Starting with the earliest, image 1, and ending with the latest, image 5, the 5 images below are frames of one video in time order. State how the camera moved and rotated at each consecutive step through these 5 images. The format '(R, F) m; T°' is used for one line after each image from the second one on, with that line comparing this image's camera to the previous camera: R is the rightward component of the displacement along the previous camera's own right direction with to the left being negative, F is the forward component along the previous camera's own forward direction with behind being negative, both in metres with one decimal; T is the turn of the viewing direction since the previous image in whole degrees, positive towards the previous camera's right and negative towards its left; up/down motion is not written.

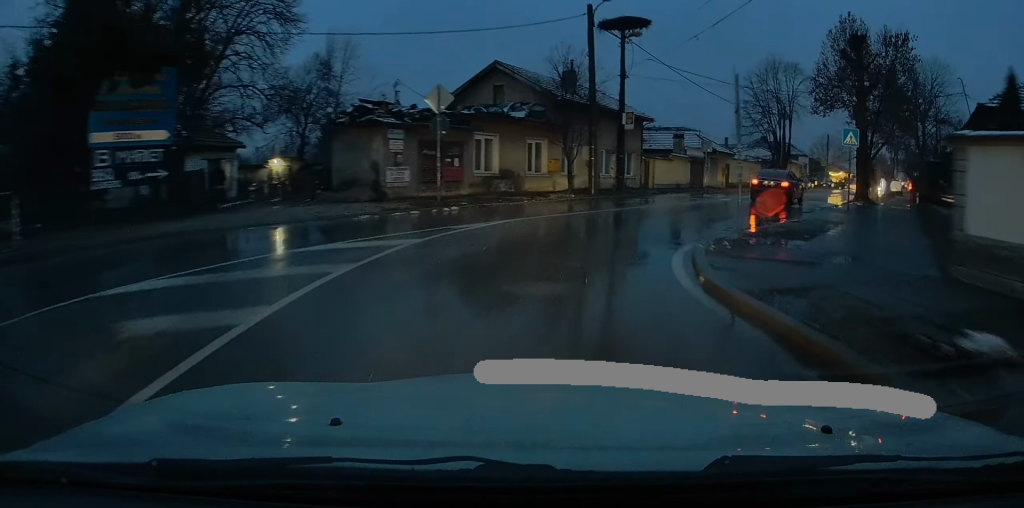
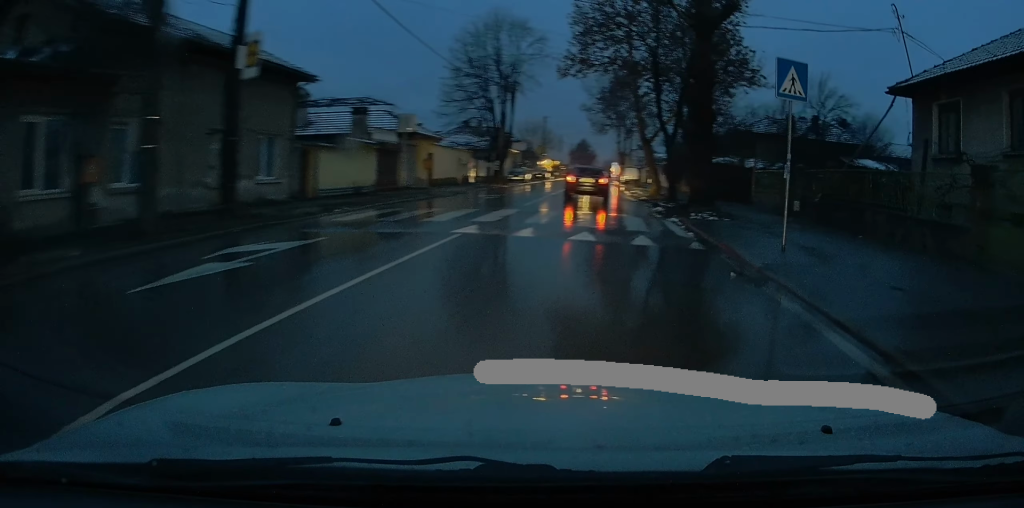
(+3.4, +16.3) m; +24°
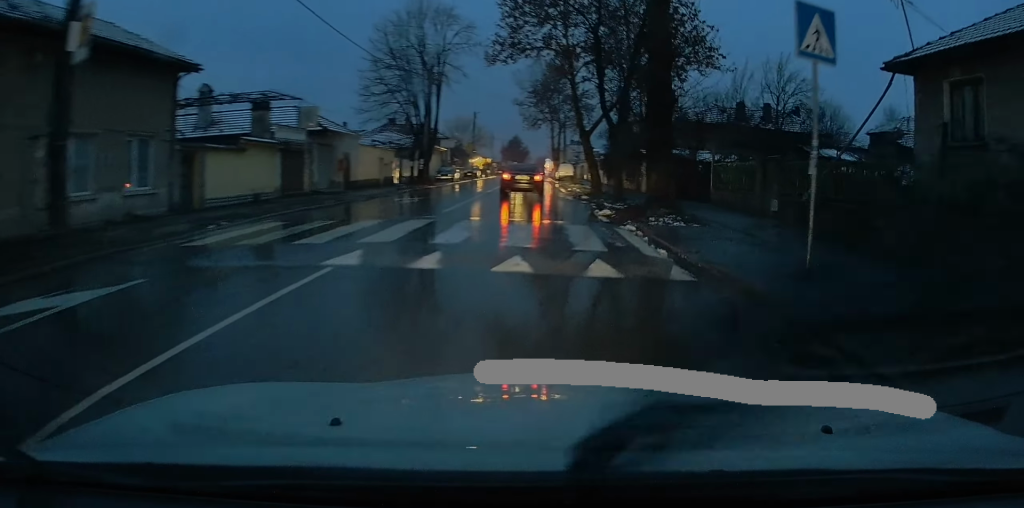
(+0.2, +3.6) m; +3°
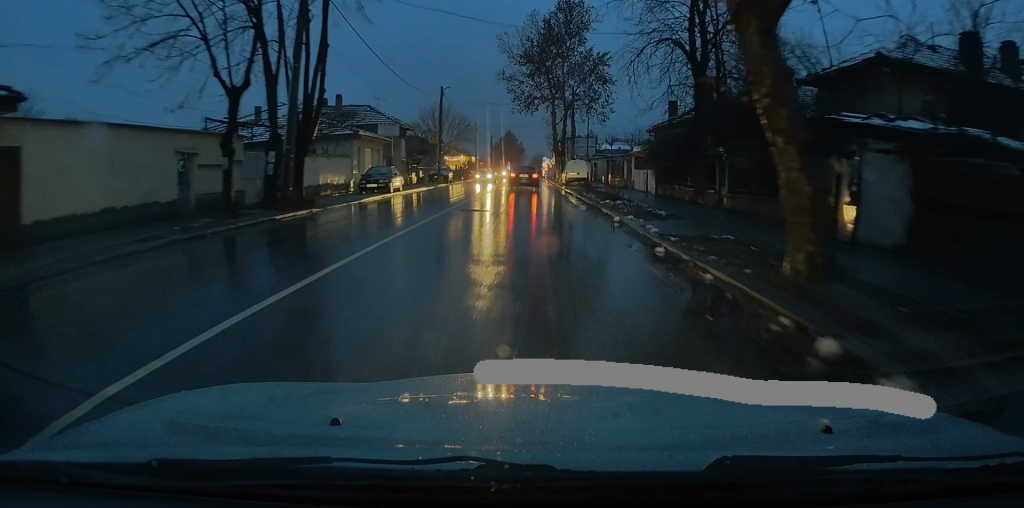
(+1.1, +24.9) m; +3°
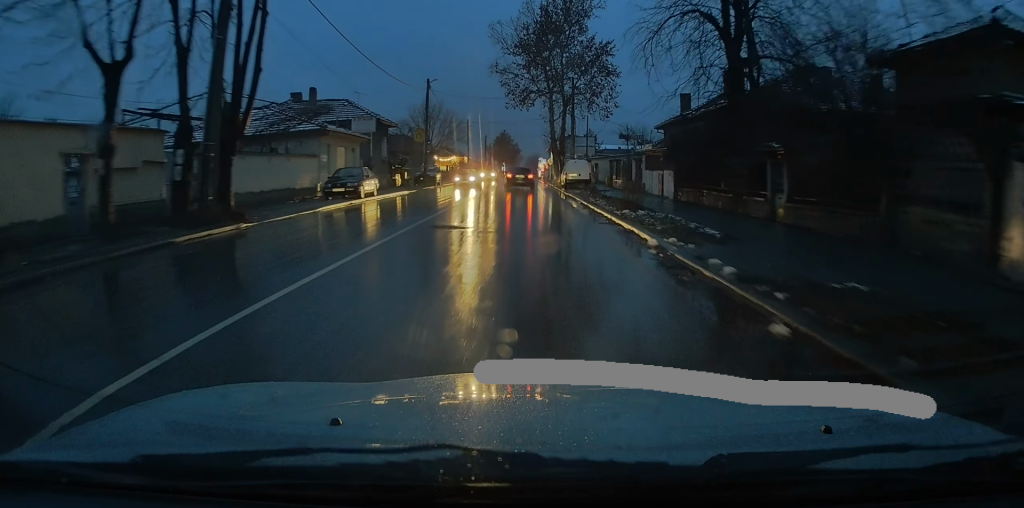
(0.0, +5.4) m; 0°
